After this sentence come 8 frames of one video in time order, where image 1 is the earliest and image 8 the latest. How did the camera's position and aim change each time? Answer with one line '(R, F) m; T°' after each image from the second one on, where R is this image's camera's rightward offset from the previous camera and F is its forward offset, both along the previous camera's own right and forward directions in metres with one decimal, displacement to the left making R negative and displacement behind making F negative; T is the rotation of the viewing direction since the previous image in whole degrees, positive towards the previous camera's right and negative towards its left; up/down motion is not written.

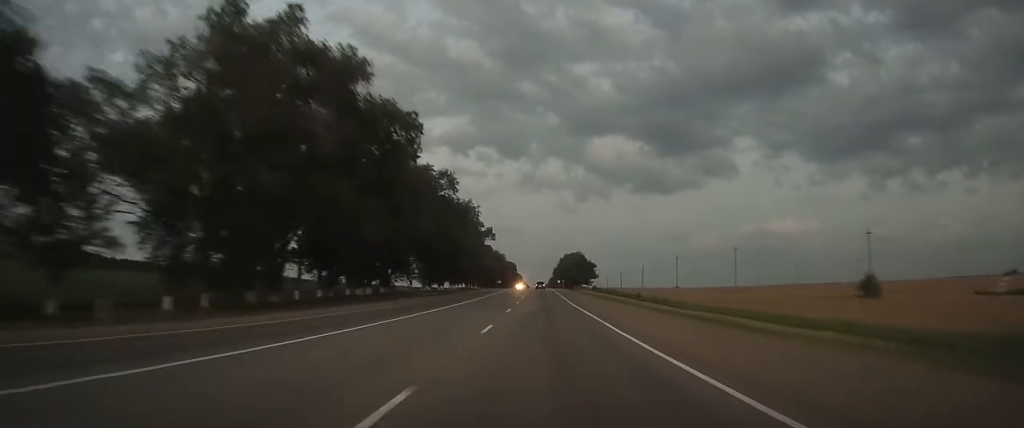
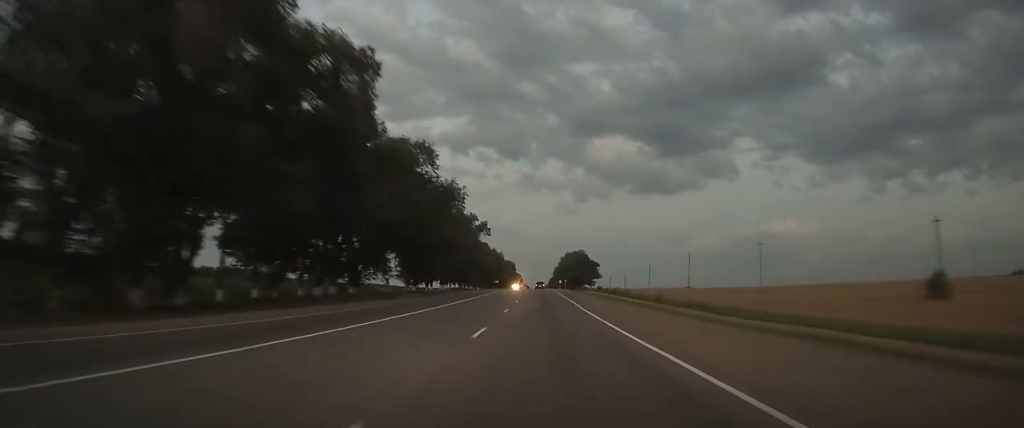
(0.0, +14.0) m; 0°
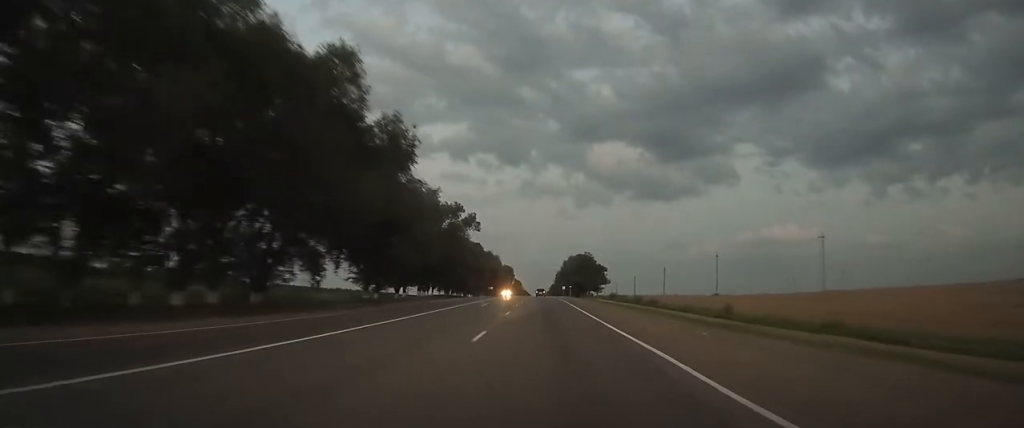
(-0.1, +24.5) m; 0°
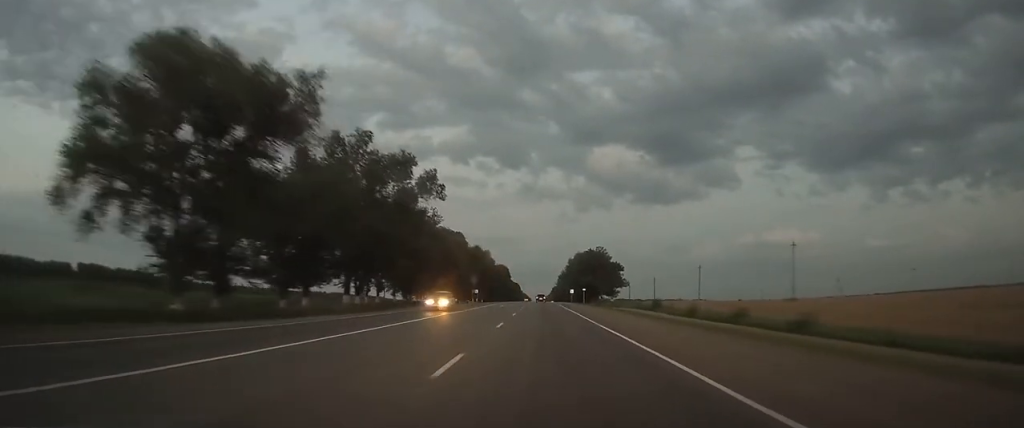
(+0.1, +41.1) m; 0°
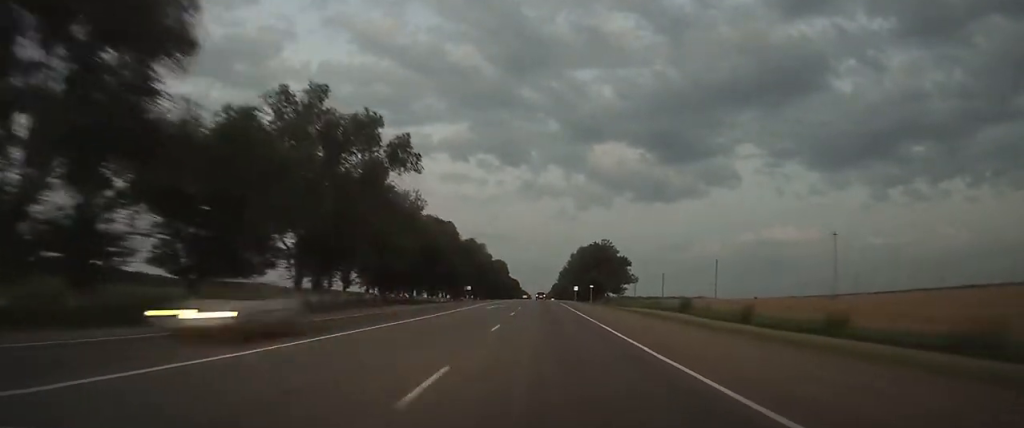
(0.0, +14.0) m; 0°
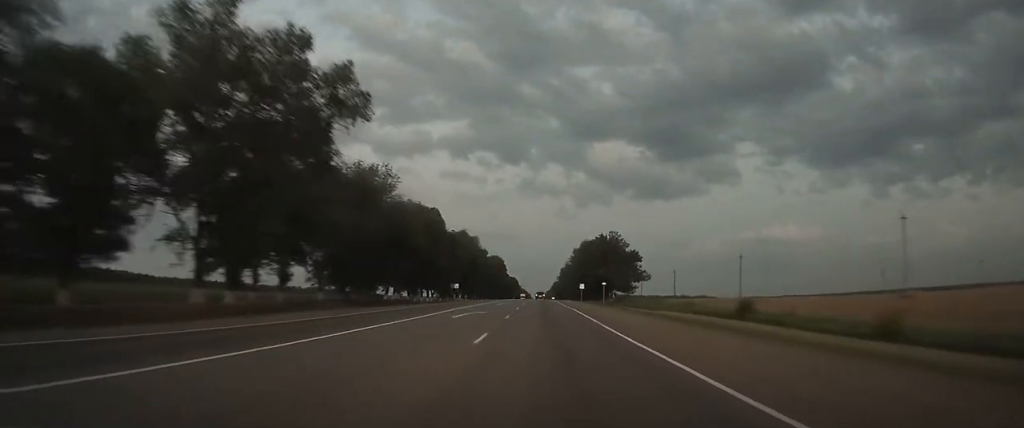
(0.0, +16.6) m; 0°
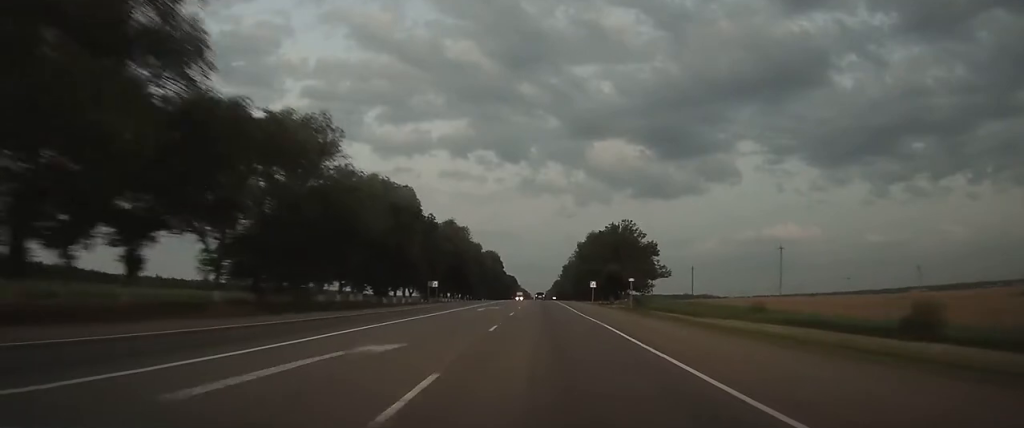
(0.0, +20.2) m; 0°
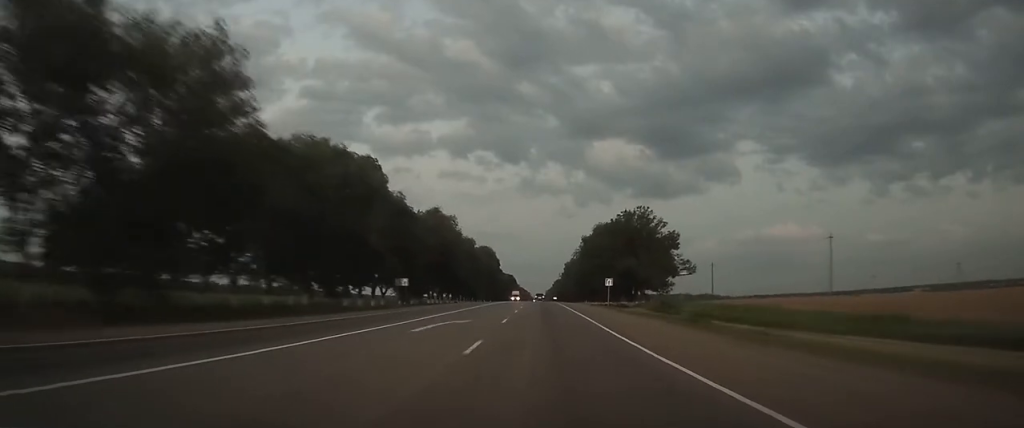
(0.0, +17.6) m; 0°
